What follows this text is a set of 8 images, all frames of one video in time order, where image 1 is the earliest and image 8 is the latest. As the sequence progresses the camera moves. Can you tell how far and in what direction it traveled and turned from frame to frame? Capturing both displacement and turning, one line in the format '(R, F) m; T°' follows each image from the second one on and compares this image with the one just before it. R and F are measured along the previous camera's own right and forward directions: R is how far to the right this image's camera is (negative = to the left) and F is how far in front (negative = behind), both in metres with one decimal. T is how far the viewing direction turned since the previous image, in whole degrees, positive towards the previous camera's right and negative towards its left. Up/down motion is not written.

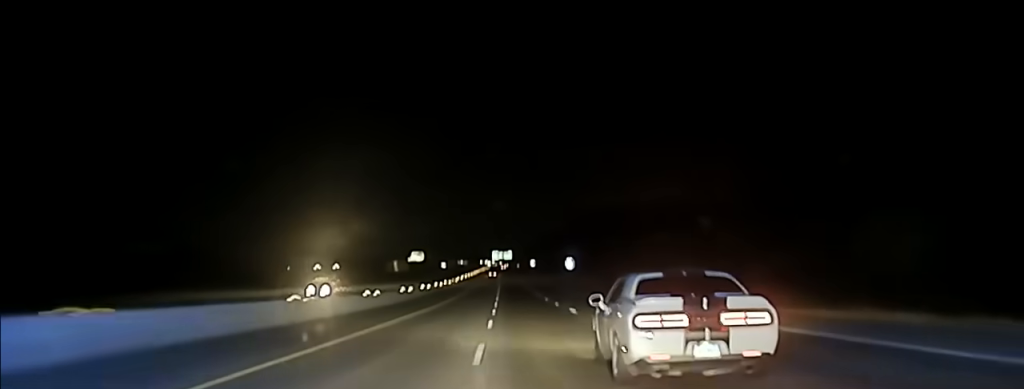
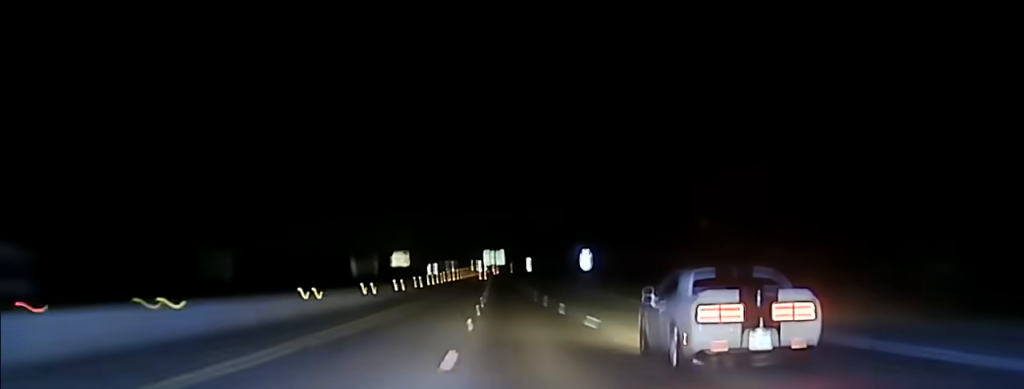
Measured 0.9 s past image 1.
(+0.1, +51.3) m; 0°
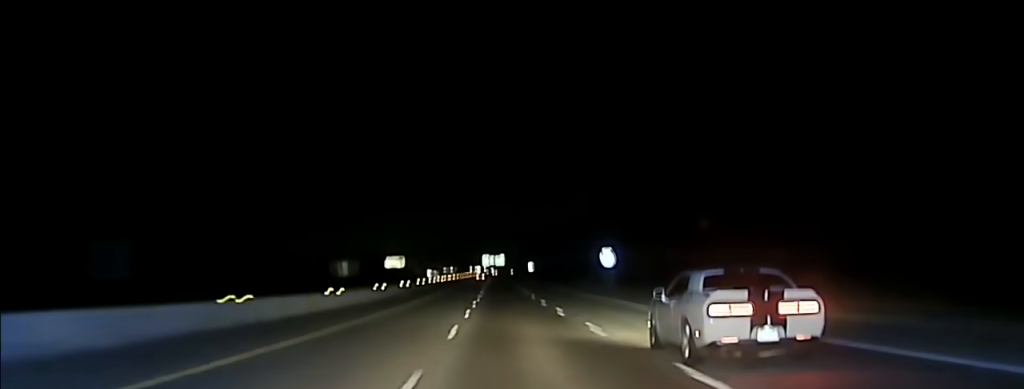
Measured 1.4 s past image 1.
(+0.2, +26.7) m; 0°
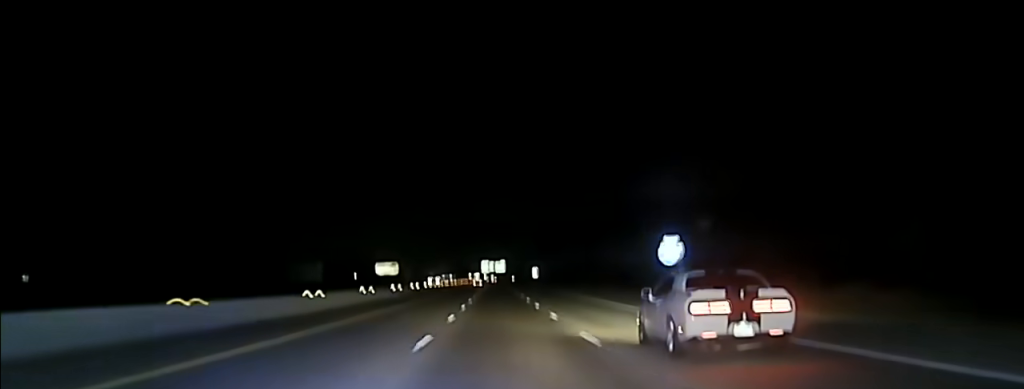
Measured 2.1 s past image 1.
(0.0, +40.2) m; 0°
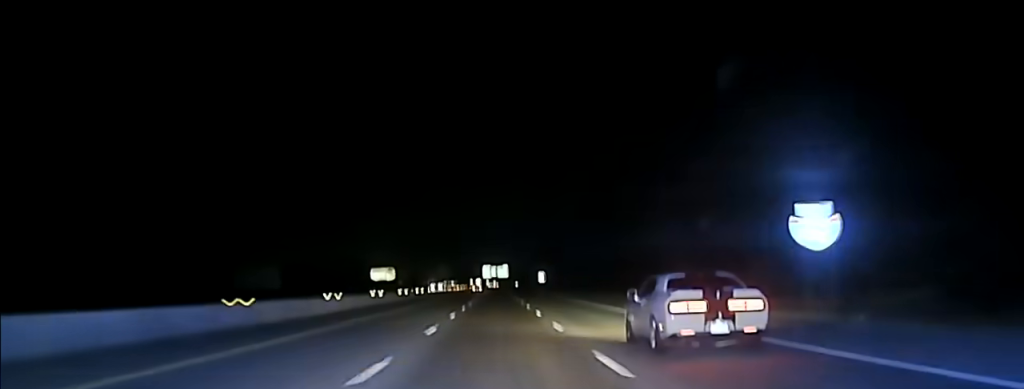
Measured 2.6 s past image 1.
(-0.1, +30.6) m; 0°
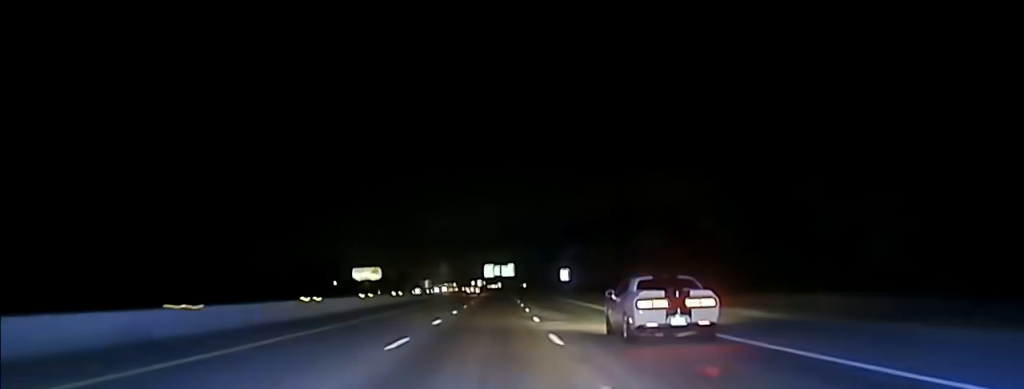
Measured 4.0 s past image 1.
(-0.1, +79.1) m; 0°
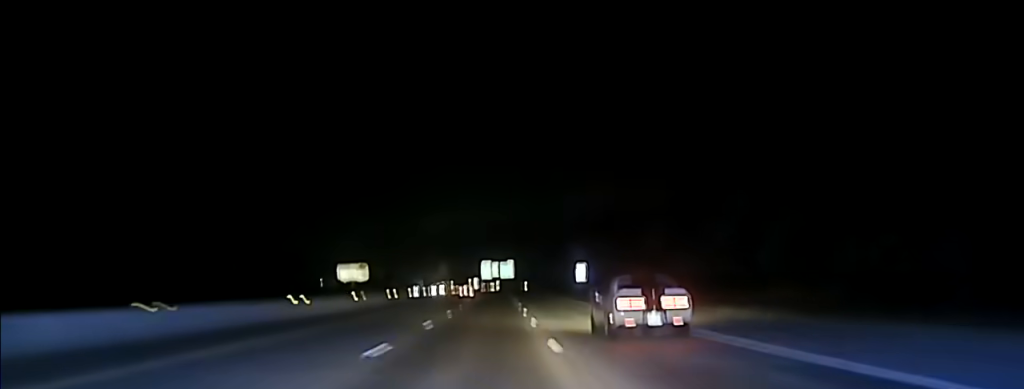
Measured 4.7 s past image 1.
(+0.1, +39.0) m; 0°
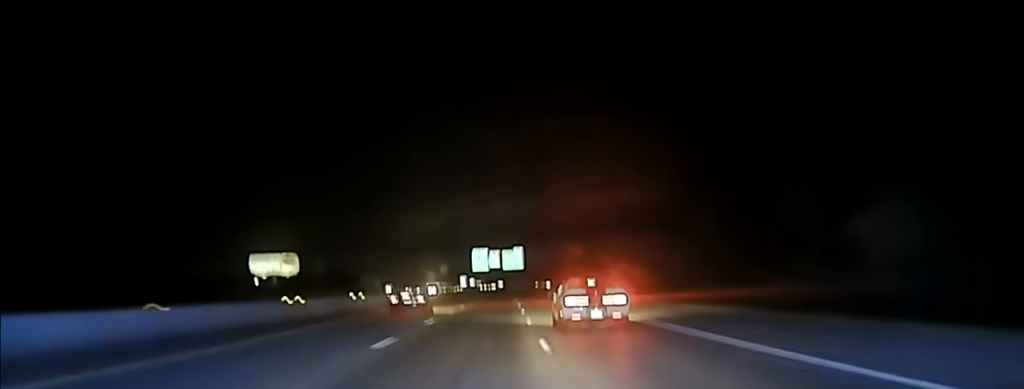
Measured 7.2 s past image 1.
(-0.8, +143.3) m; 0°
